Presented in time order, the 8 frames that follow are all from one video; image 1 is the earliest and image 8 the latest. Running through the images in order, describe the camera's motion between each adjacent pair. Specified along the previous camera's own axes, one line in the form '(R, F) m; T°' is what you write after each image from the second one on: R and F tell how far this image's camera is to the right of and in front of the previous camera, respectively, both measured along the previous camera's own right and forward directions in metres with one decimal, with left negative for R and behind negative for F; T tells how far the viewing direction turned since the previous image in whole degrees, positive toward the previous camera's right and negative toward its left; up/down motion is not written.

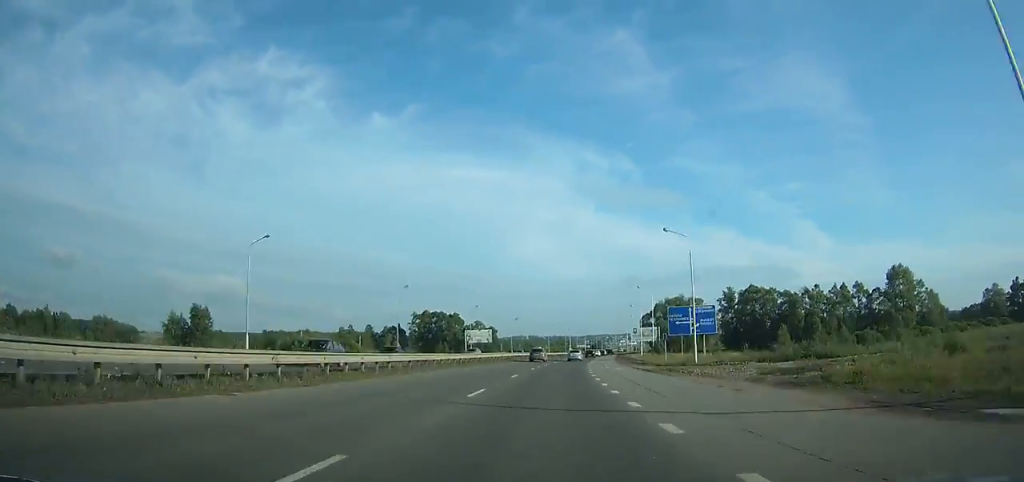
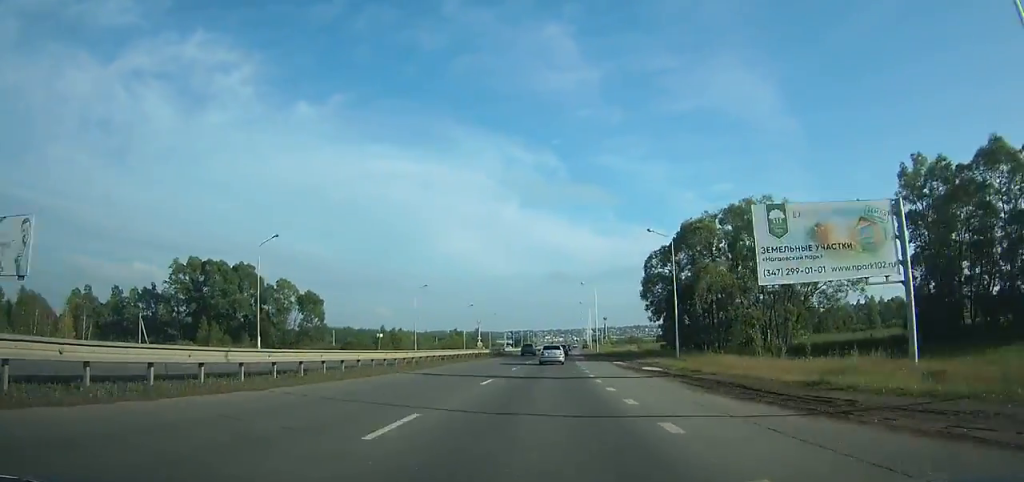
(+8.1, +113.6) m; +7°
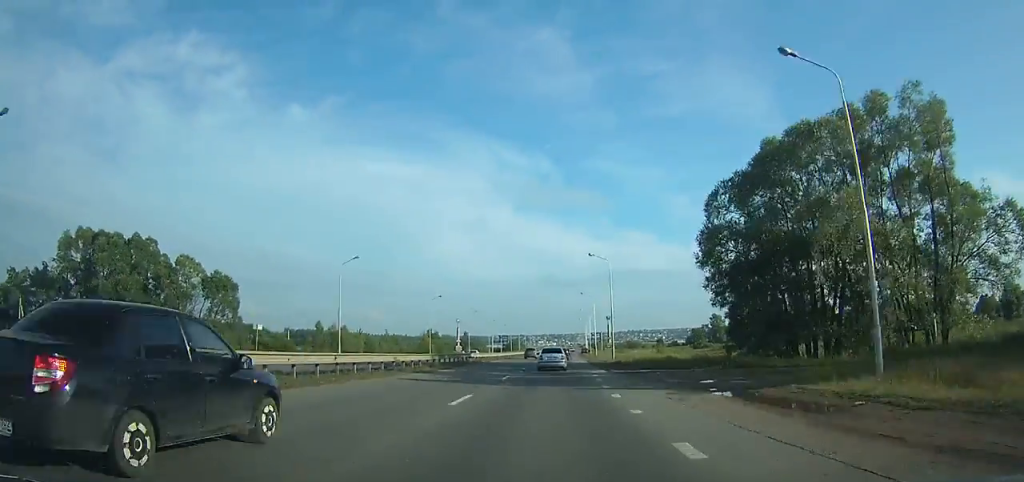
(+0.4, +31.6) m; +1°
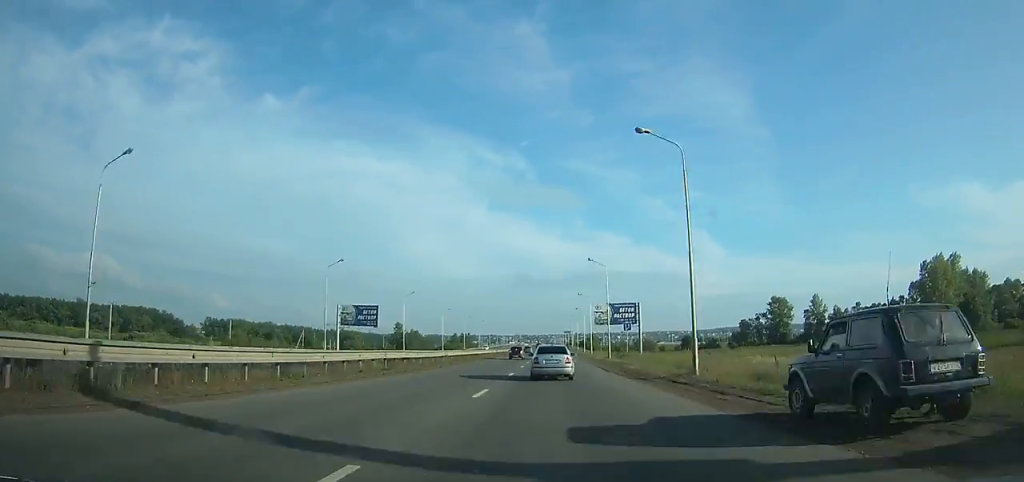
(+3.2, +156.4) m; +2°
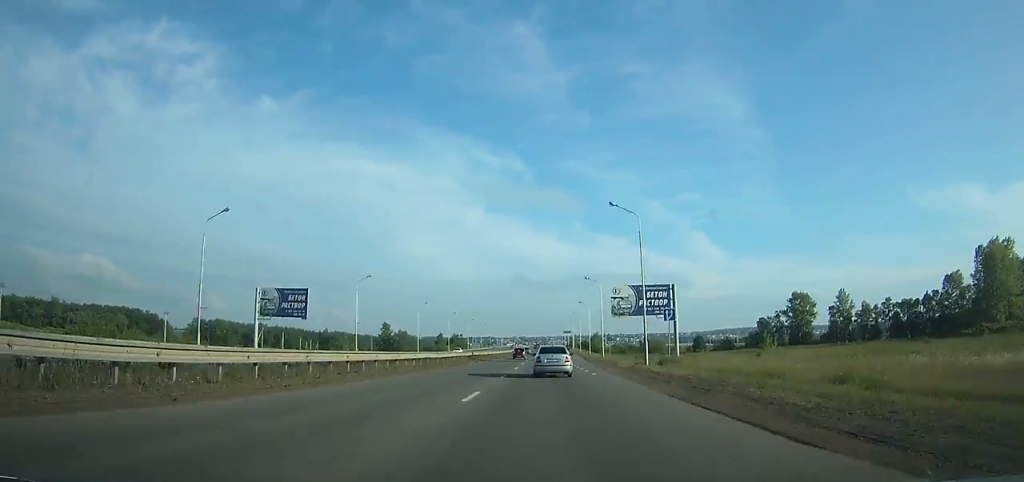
(0.0, +25.8) m; 0°
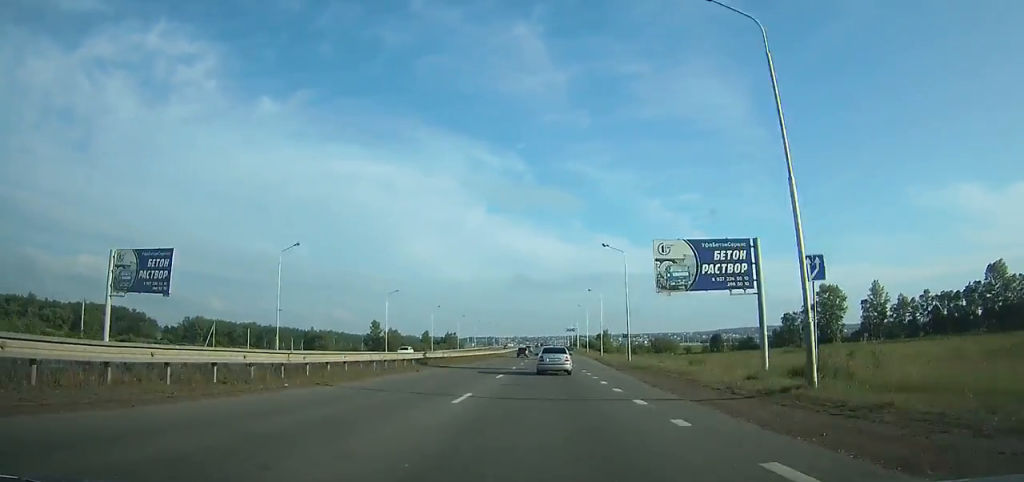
(0.0, +25.8) m; 0°
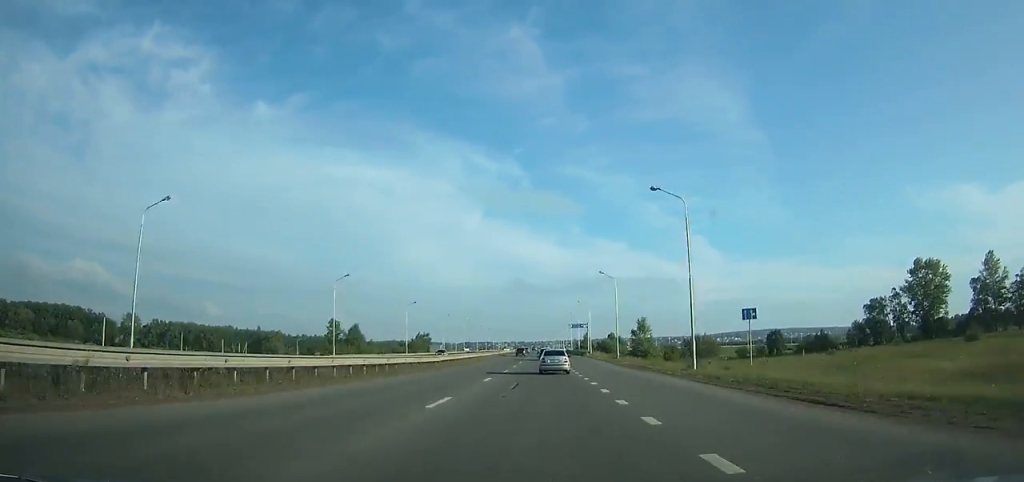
(-0.2, +60.6) m; 0°
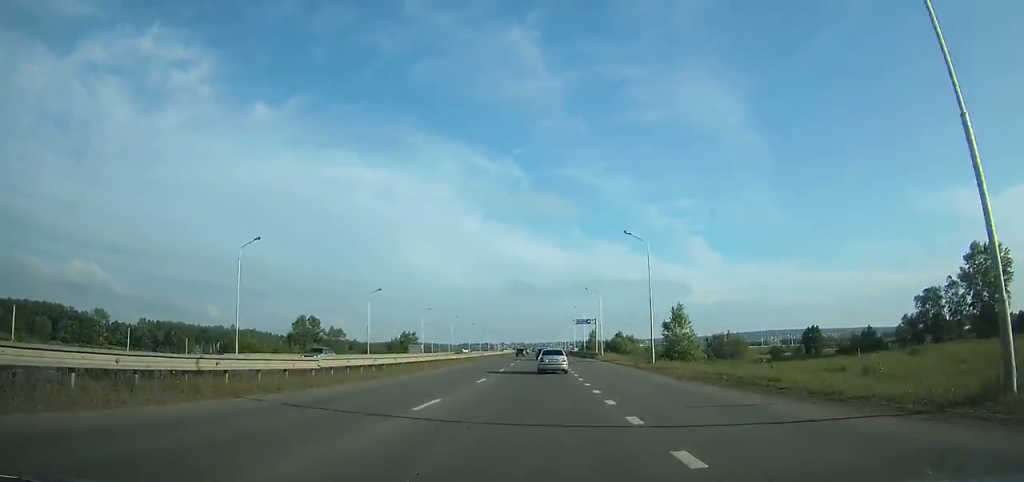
(0.0, +23.4) m; 0°
